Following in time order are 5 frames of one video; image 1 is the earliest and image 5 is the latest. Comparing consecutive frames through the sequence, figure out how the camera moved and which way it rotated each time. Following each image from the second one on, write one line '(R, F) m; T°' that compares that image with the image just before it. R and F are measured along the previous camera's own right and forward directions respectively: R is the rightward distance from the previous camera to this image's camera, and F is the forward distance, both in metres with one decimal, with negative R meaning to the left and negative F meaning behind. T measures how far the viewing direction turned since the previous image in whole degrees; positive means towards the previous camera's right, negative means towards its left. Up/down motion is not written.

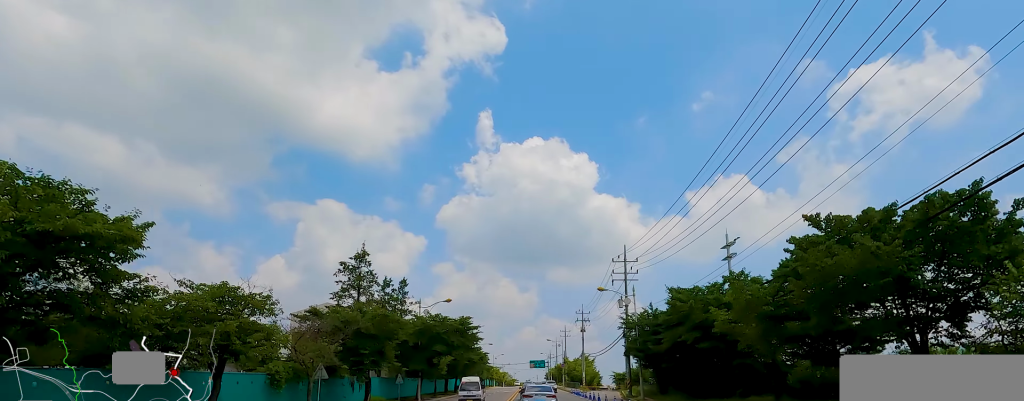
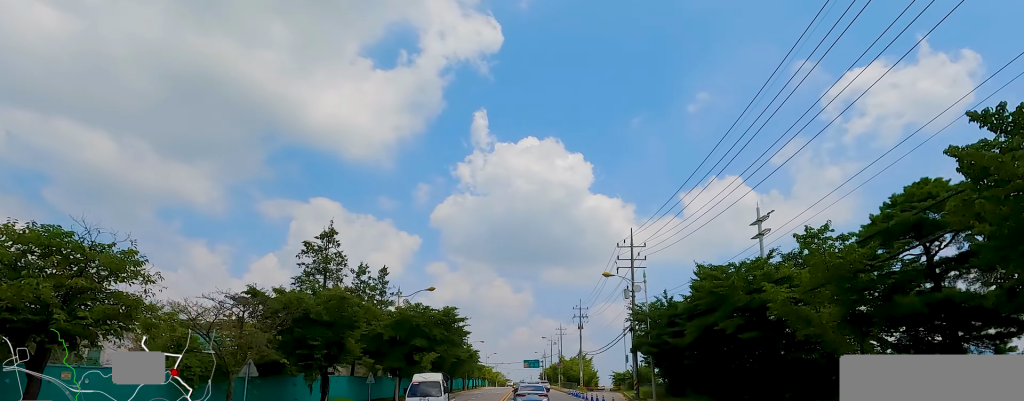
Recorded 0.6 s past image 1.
(+0.1, +5.9) m; +2°
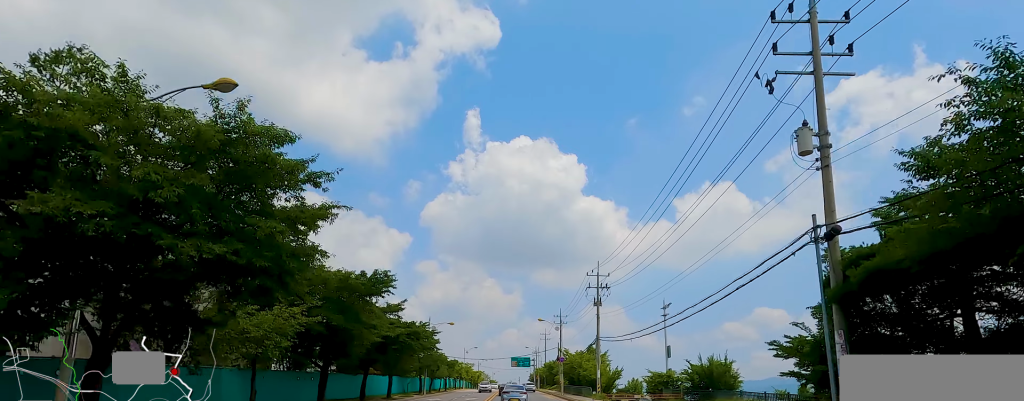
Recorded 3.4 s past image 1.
(+1.4, +30.1) m; -2°
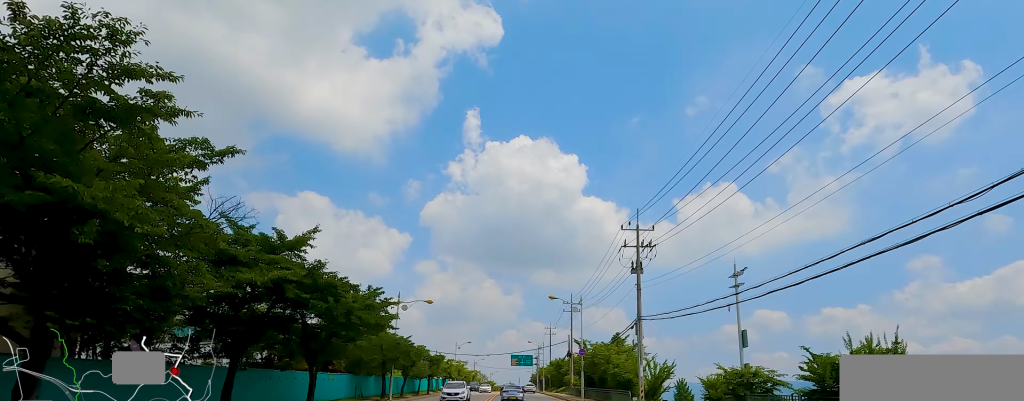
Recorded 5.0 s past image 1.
(+1.1, +18.3) m; +4°
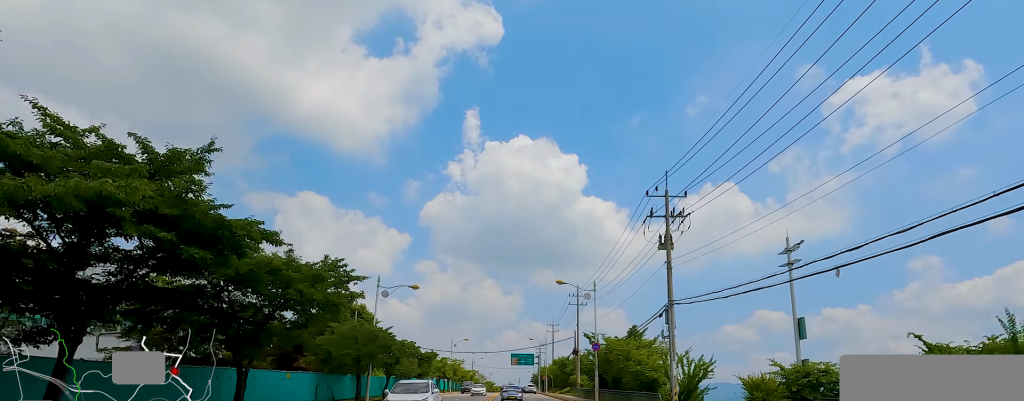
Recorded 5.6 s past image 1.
(+0.2, +7.5) m; -1°
